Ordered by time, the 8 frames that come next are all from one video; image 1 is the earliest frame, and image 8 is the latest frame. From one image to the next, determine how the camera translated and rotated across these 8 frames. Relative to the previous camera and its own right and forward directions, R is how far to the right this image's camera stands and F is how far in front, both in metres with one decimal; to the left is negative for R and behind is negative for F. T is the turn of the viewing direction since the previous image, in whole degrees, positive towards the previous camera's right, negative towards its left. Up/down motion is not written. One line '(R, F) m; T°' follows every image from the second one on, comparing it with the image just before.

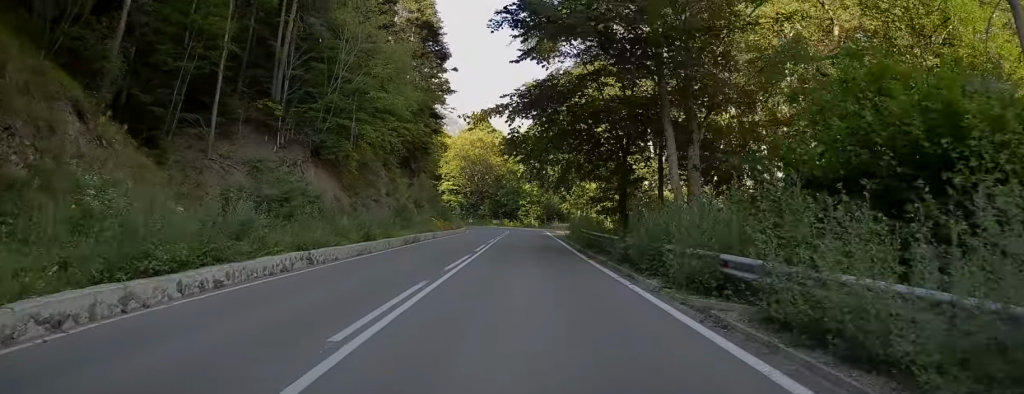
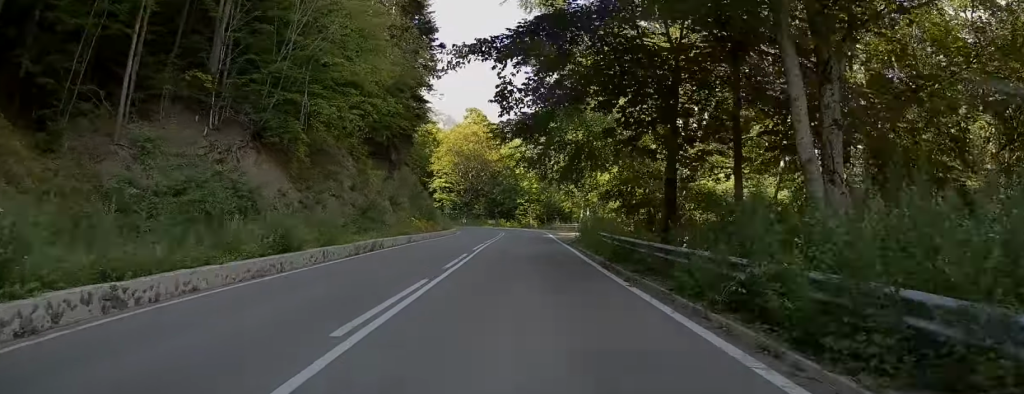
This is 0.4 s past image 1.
(-0.1, +8.8) m; -1°
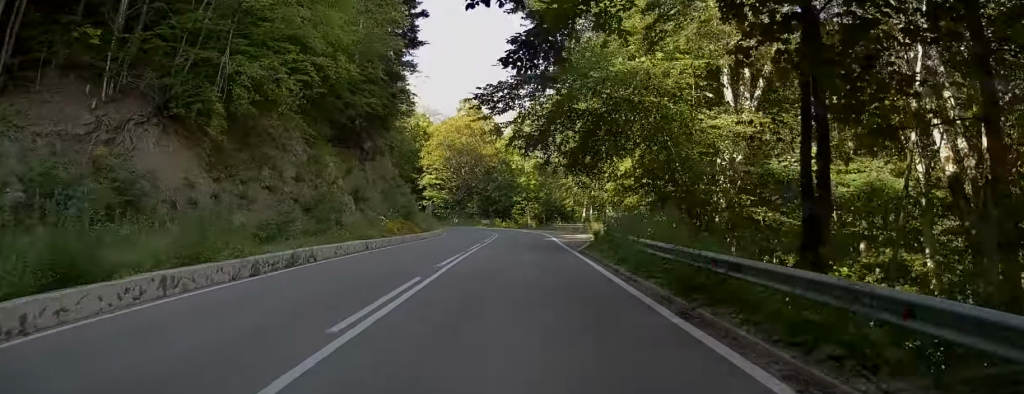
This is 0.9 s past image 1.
(-0.1, +8.6) m; 0°
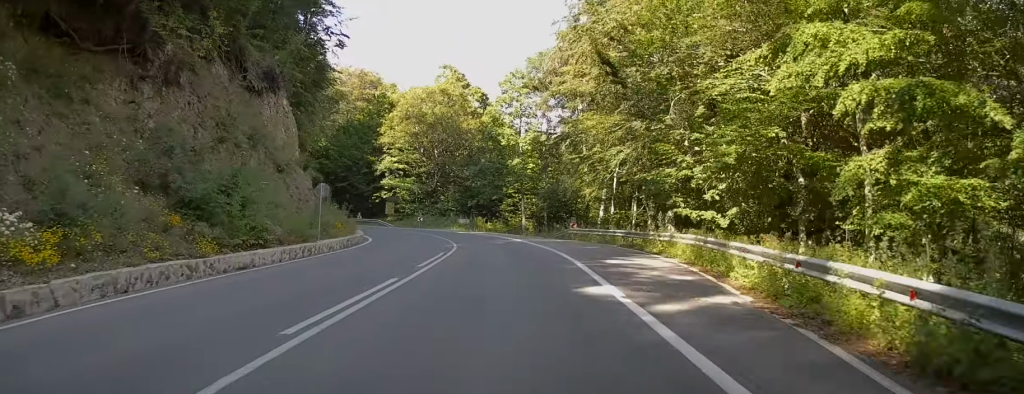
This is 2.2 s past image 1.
(+0.3, +26.8) m; +1°
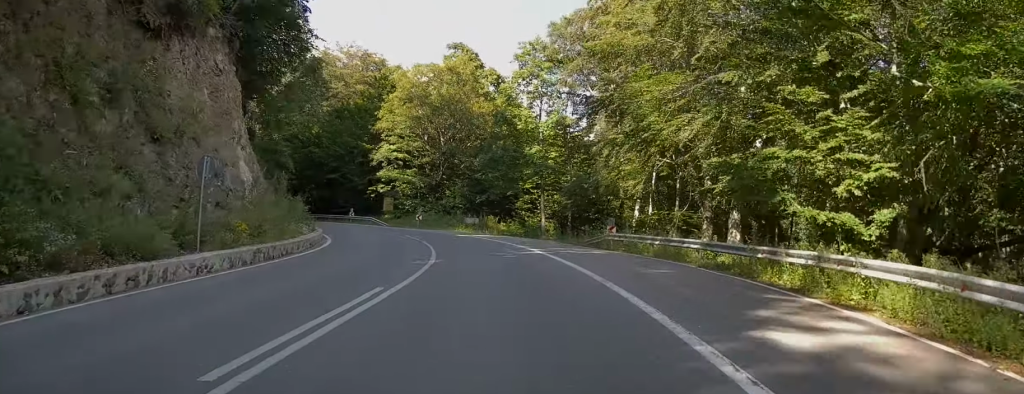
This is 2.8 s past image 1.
(0.0, +10.8) m; -1°
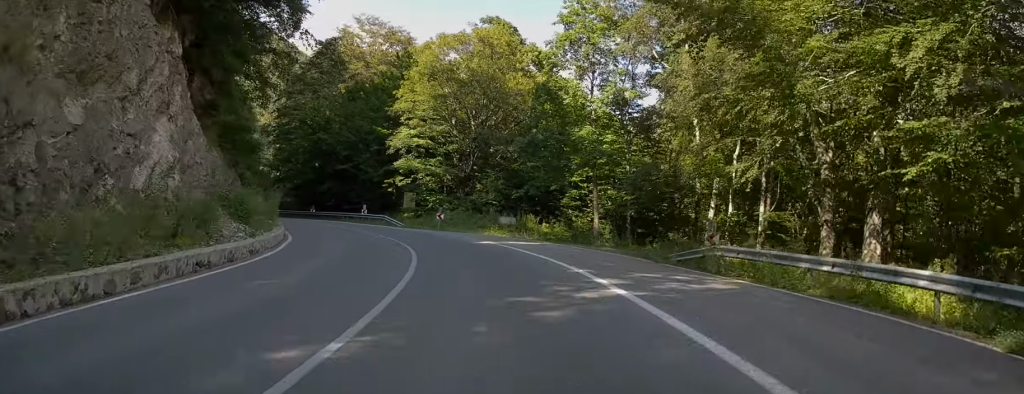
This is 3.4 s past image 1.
(+0.1, +11.2) m; -2°
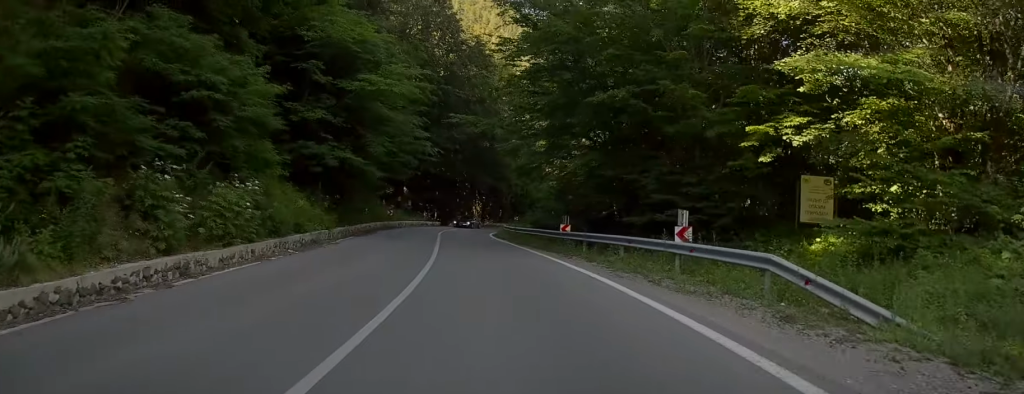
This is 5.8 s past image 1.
(-7.7, +38.4) m; -22°
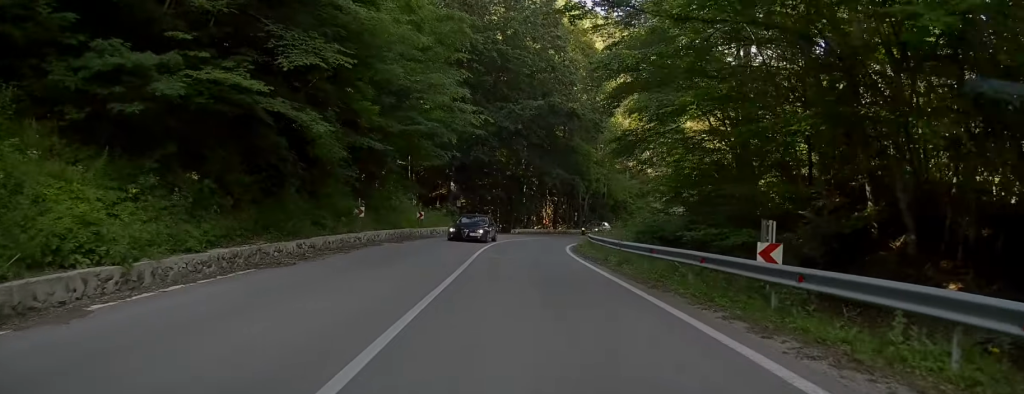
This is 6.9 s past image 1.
(-1.1, +17.4) m; -5°
